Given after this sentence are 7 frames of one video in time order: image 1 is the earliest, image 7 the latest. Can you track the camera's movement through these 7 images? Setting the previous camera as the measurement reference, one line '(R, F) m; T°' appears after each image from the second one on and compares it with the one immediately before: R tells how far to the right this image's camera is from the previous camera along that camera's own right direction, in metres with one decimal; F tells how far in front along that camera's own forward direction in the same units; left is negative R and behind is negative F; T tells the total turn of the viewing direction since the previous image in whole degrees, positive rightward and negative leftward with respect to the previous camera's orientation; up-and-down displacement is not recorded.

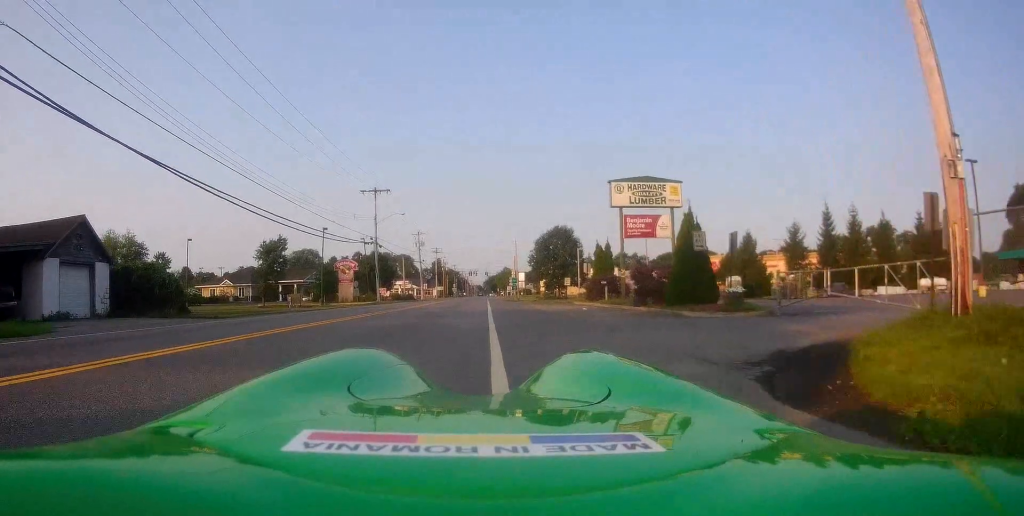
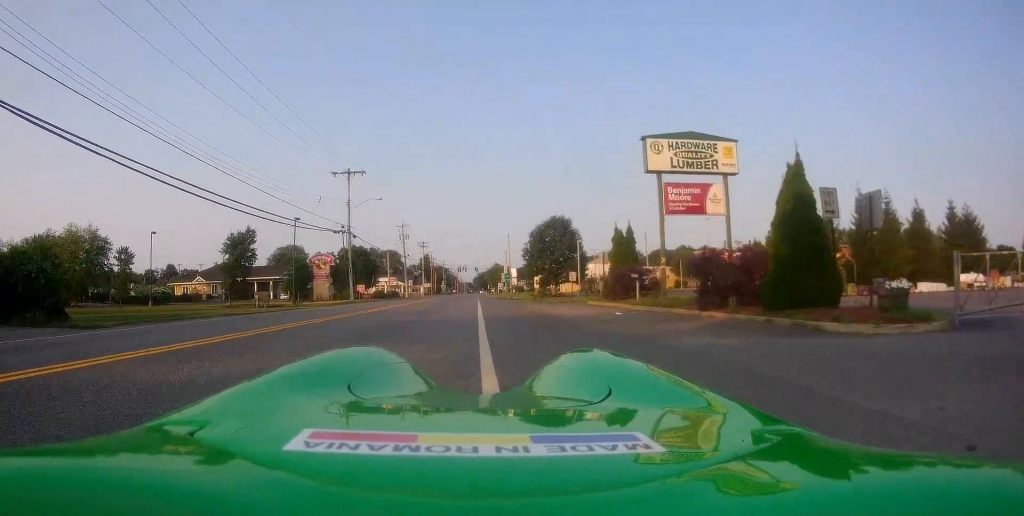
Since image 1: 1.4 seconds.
(-0.3, +8.0) m; -4°
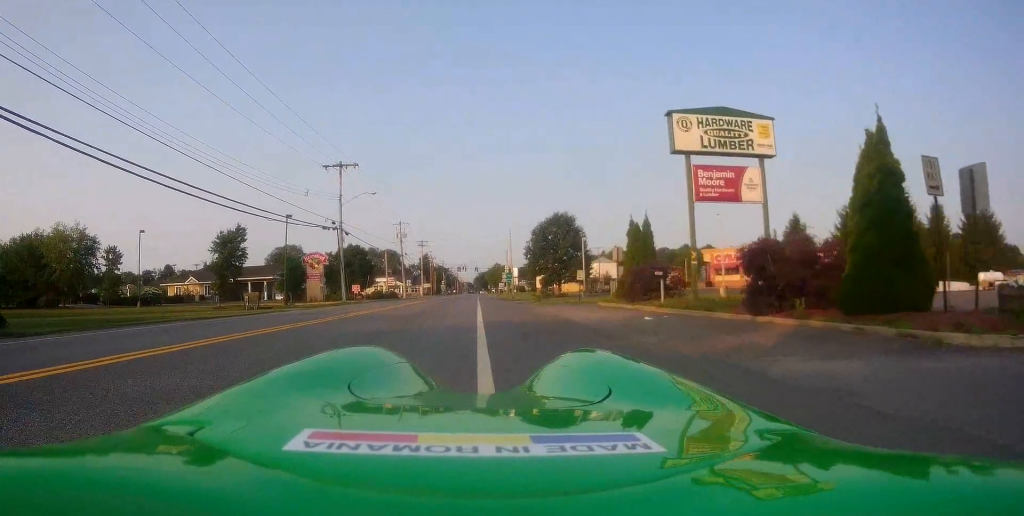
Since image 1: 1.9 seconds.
(-0.1, +3.2) m; 0°
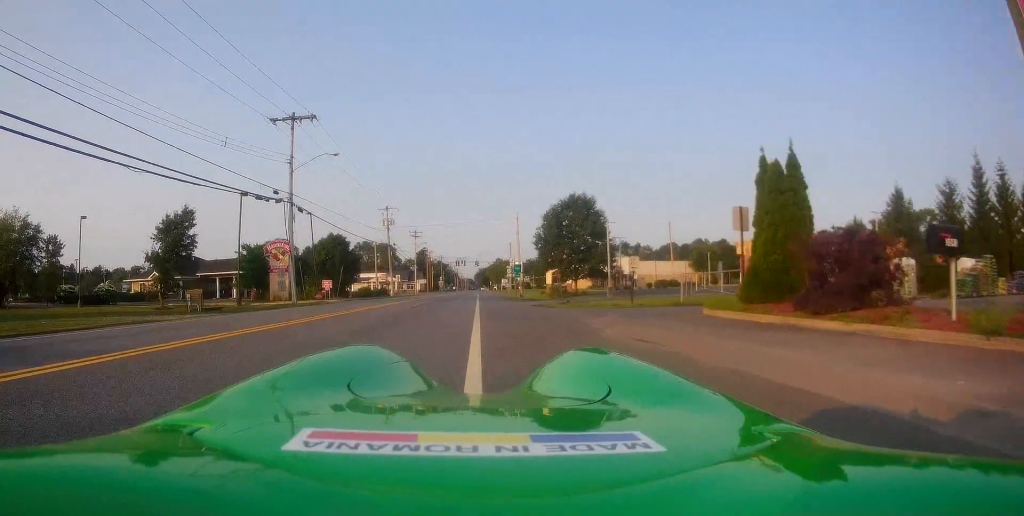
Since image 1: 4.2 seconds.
(+1.3, +13.3) m; +6°
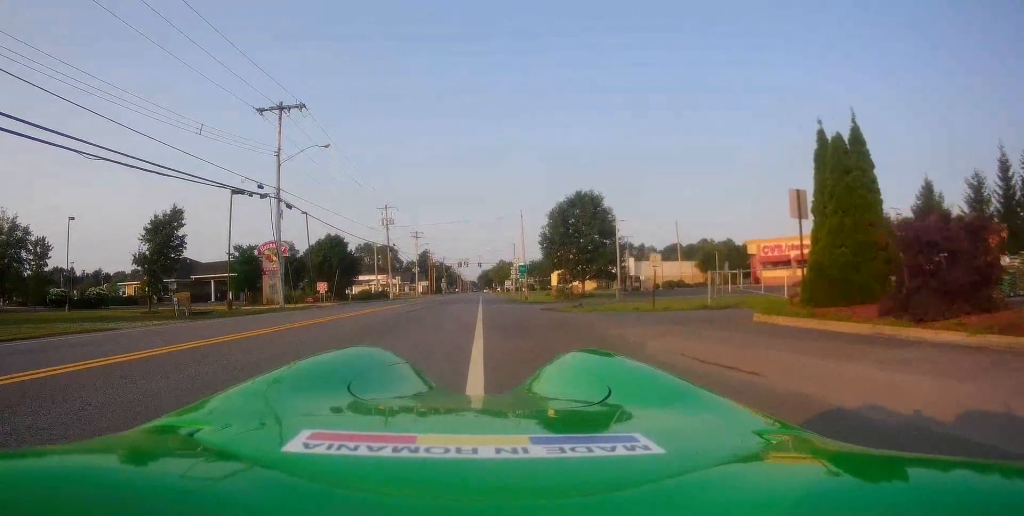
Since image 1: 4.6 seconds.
(0.0, +2.8) m; -3°
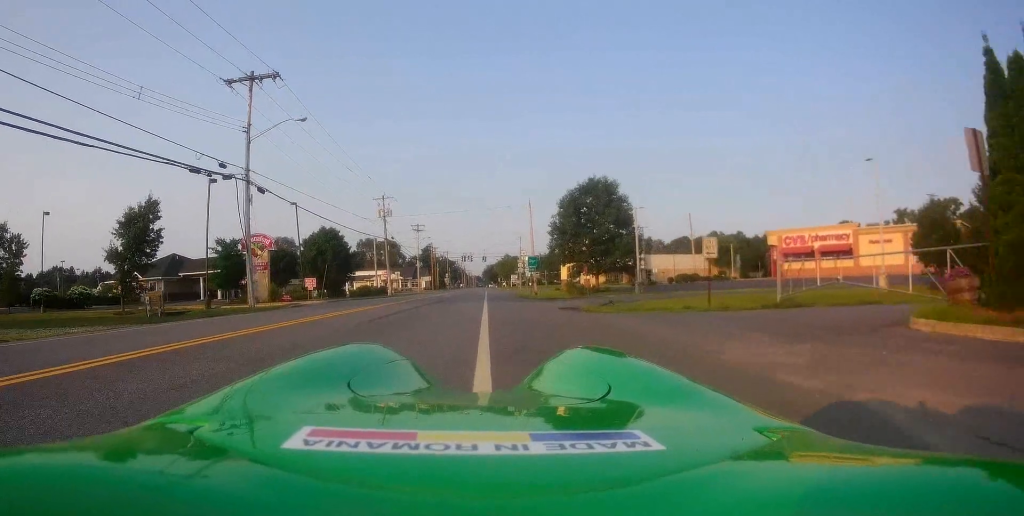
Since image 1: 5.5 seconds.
(-0.3, +5.3) m; -1°
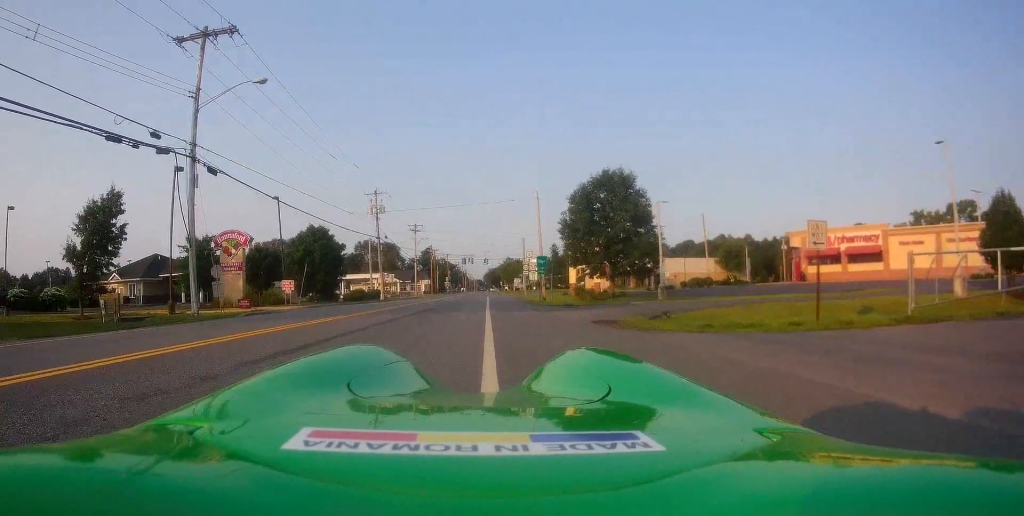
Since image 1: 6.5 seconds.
(+0.1, +6.2) m; +2°
